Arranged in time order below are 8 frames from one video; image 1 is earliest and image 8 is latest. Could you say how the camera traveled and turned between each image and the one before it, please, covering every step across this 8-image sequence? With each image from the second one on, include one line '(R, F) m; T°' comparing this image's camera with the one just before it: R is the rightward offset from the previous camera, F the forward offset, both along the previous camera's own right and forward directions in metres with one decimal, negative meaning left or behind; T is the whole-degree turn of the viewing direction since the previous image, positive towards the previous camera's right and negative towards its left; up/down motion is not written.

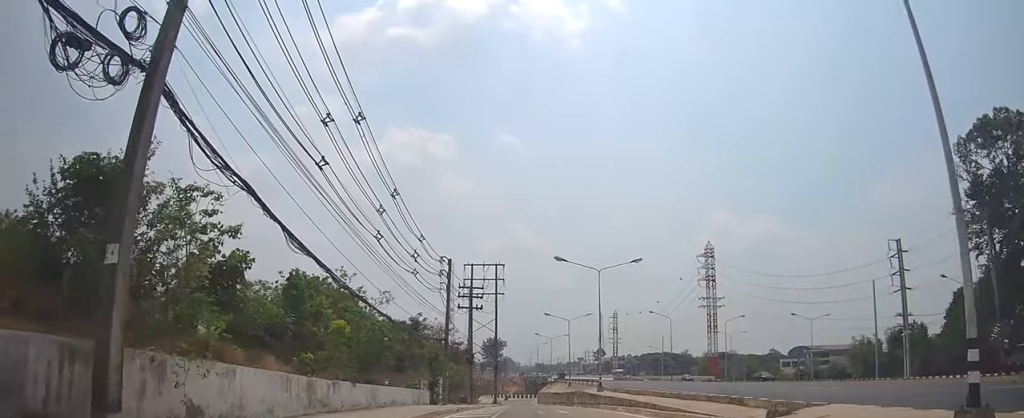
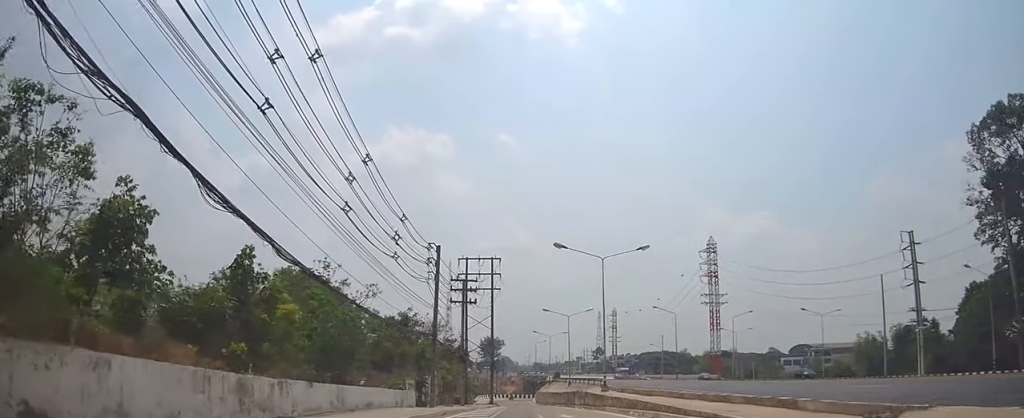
(0.0, +3.7) m; 0°
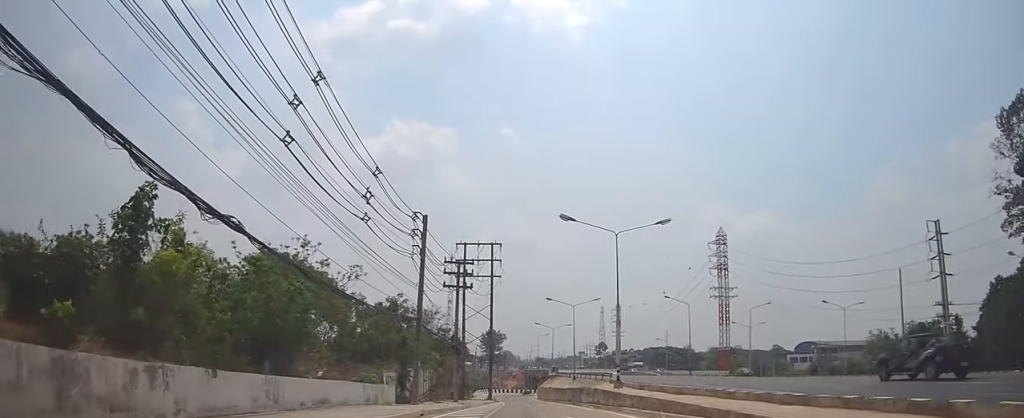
(0.0, +5.2) m; -1°
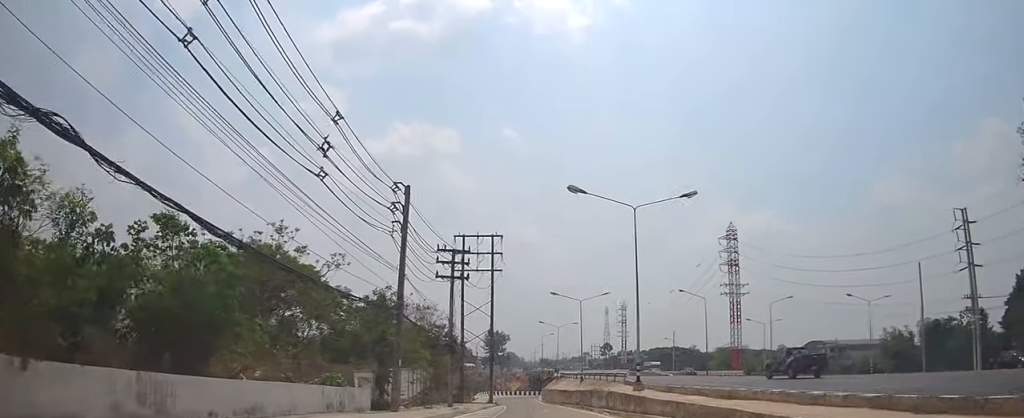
(0.0, +4.9) m; -1°
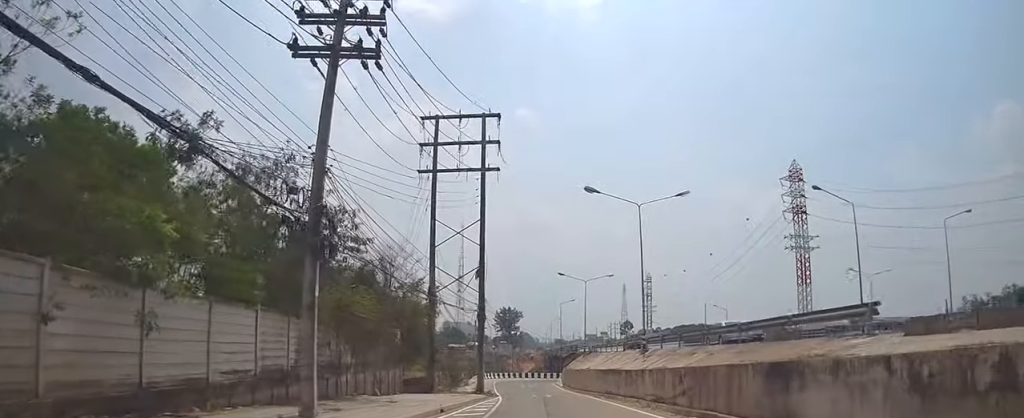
(+0.2, +26.8) m; 0°
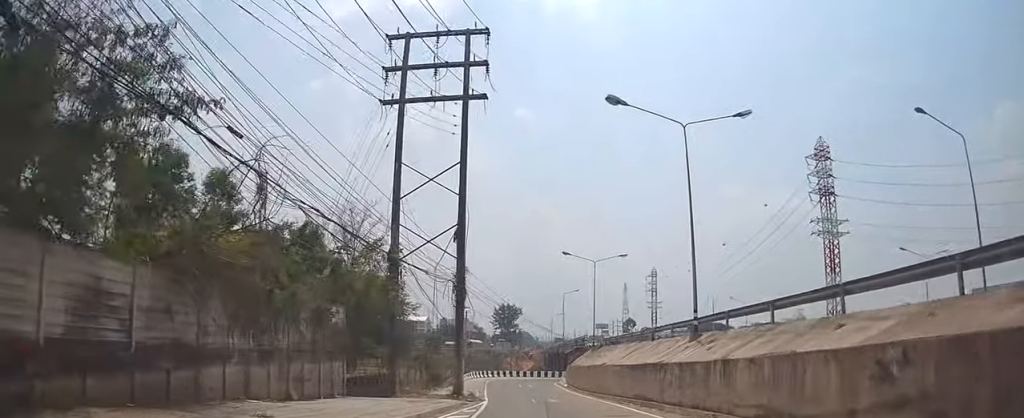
(+0.3, +10.9) m; +1°
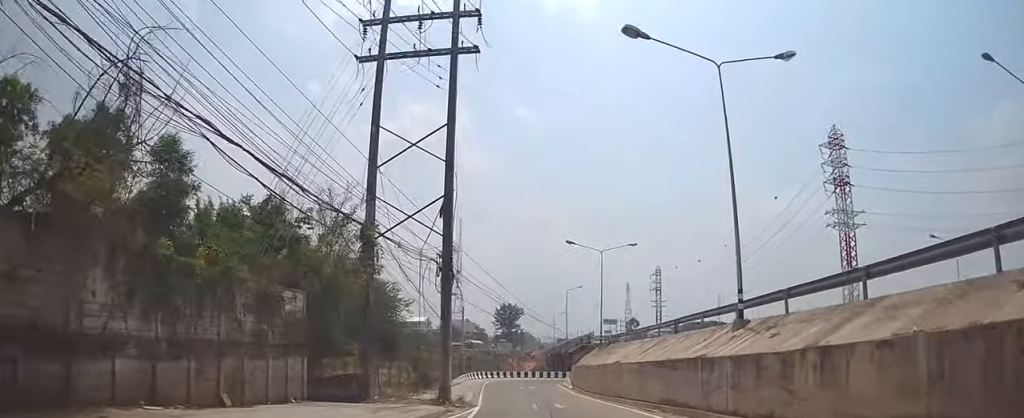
(-0.1, +4.9) m; -1°
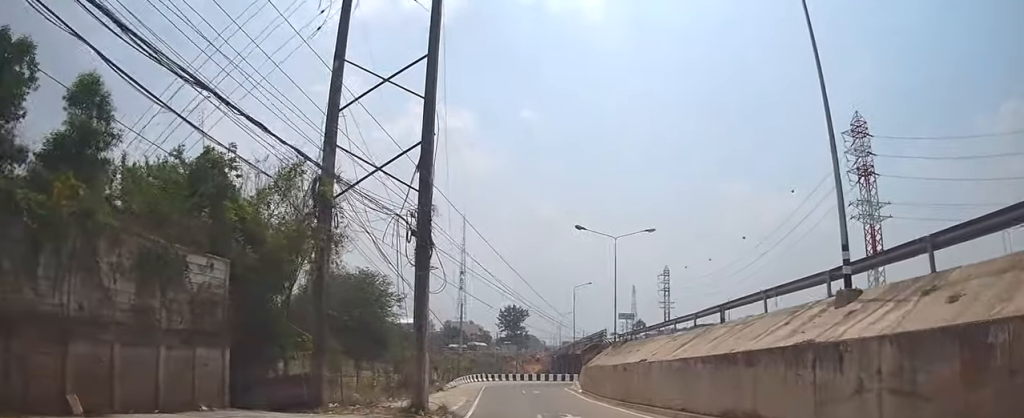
(-0.2, +5.9) m; -2°
